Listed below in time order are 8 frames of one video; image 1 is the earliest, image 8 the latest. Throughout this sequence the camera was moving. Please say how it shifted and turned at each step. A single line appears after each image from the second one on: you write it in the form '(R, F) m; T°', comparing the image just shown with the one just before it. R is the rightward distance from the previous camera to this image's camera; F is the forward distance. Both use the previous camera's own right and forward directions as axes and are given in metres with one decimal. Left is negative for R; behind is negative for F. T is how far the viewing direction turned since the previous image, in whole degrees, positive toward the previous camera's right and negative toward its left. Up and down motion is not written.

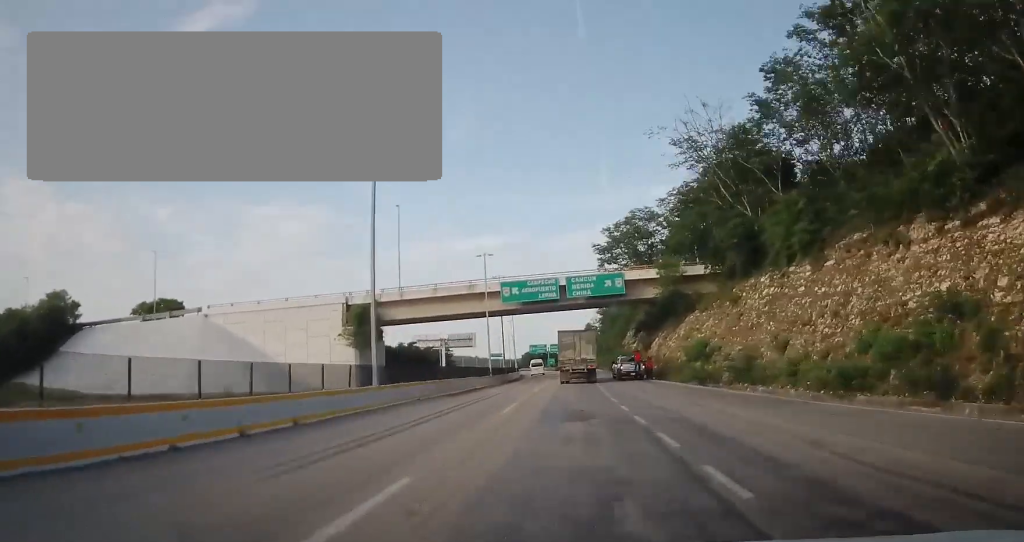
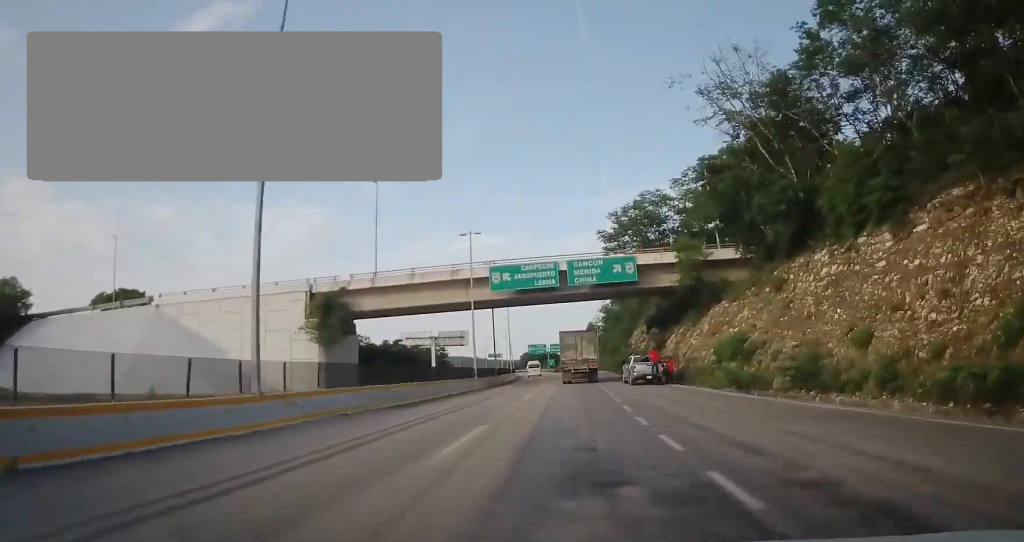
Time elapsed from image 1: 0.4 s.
(0.0, +8.3) m; -1°
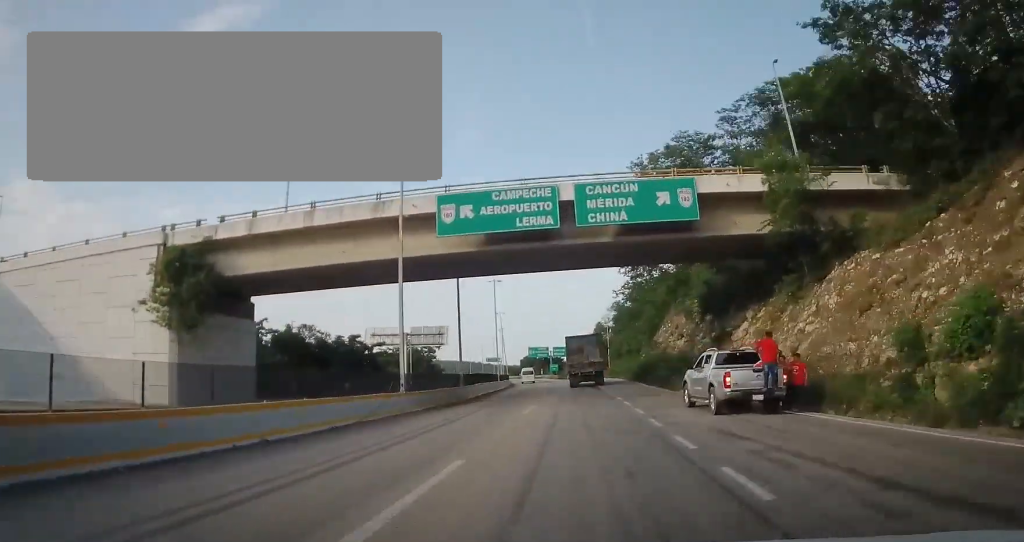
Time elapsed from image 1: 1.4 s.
(-0.3, +19.3) m; -2°
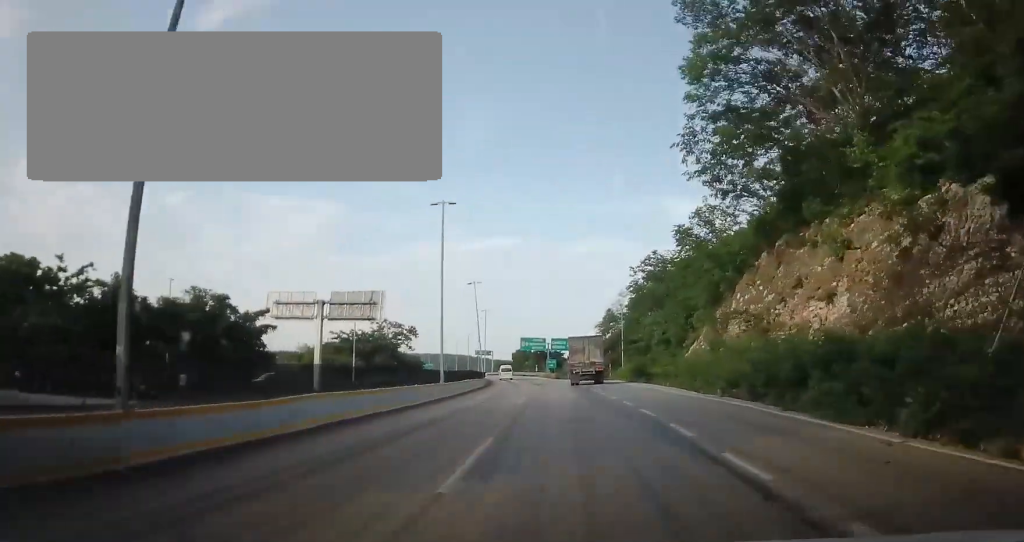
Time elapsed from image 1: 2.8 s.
(-0.3, +27.6) m; 0°
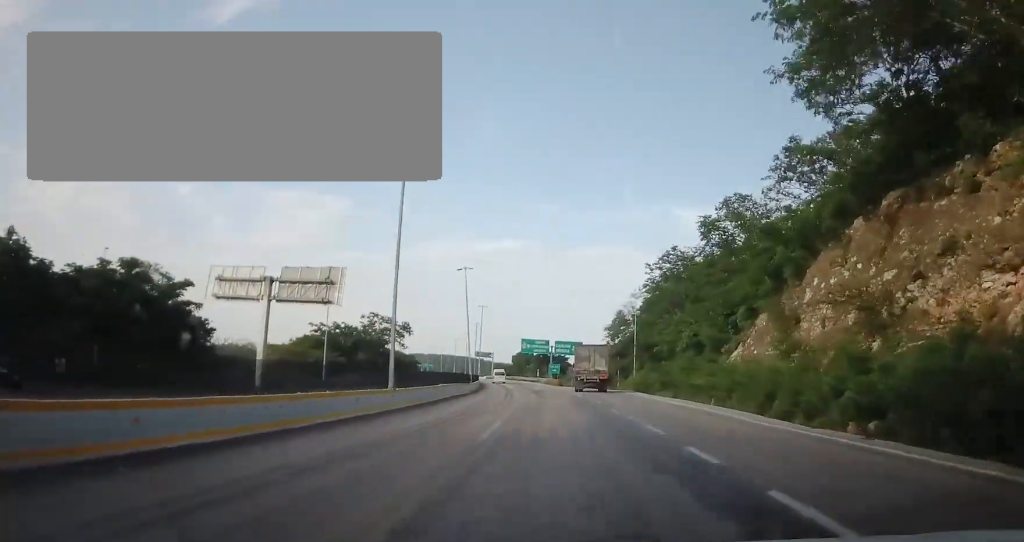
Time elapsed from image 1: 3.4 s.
(0.0, +10.7) m; 0°
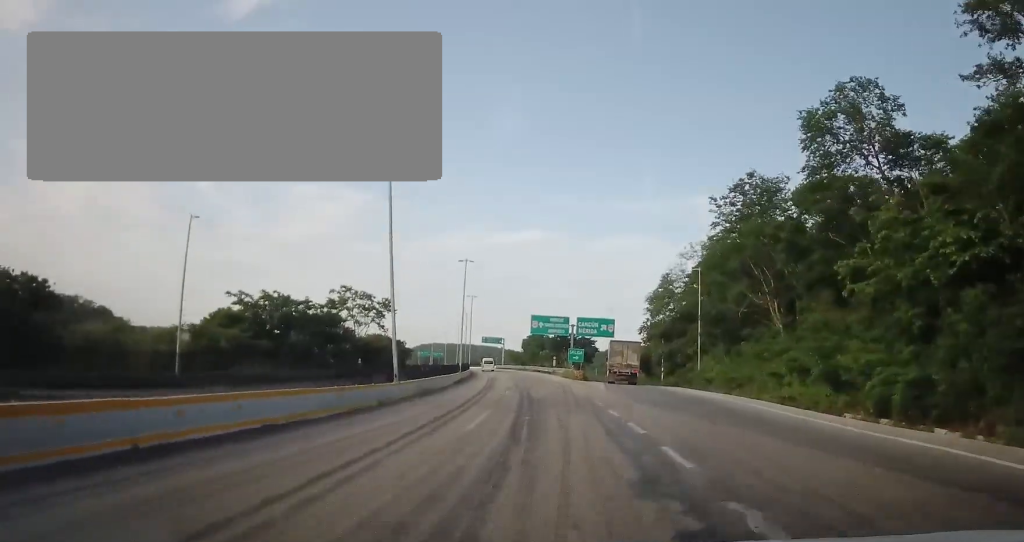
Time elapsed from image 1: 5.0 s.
(-0.1, +29.4) m; -1°
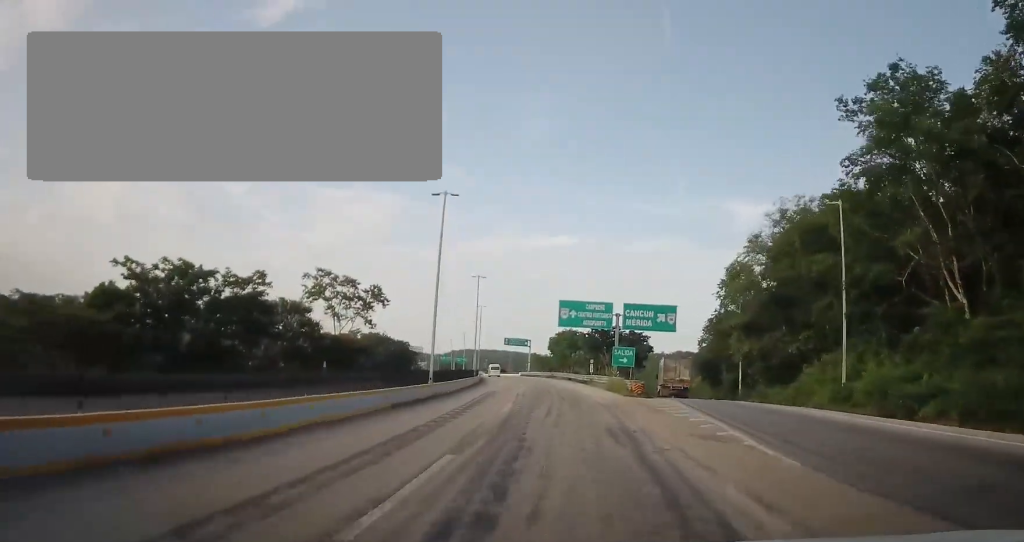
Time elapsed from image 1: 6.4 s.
(-0.3, +22.3) m; -3°
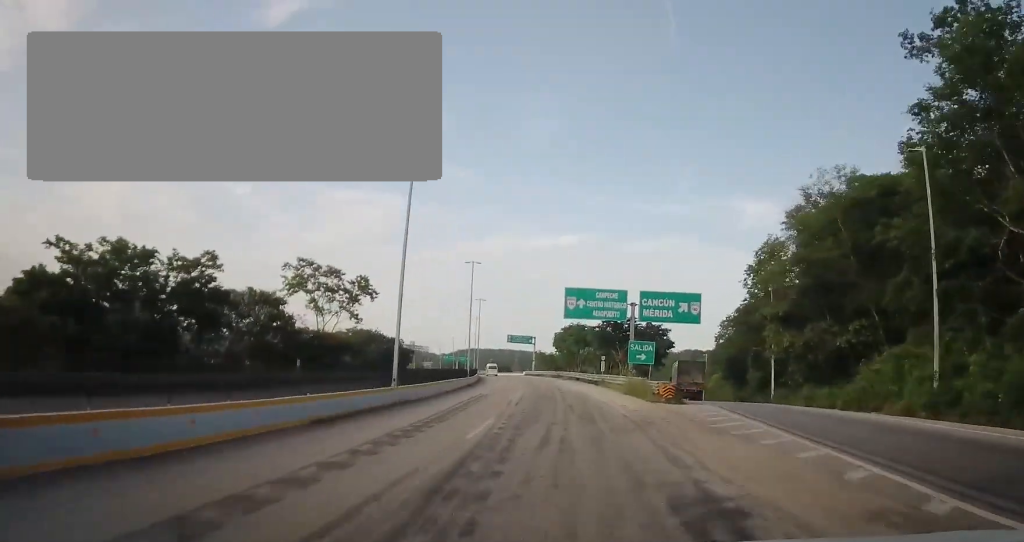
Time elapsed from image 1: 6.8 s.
(-0.1, +7.6) m; -2°
